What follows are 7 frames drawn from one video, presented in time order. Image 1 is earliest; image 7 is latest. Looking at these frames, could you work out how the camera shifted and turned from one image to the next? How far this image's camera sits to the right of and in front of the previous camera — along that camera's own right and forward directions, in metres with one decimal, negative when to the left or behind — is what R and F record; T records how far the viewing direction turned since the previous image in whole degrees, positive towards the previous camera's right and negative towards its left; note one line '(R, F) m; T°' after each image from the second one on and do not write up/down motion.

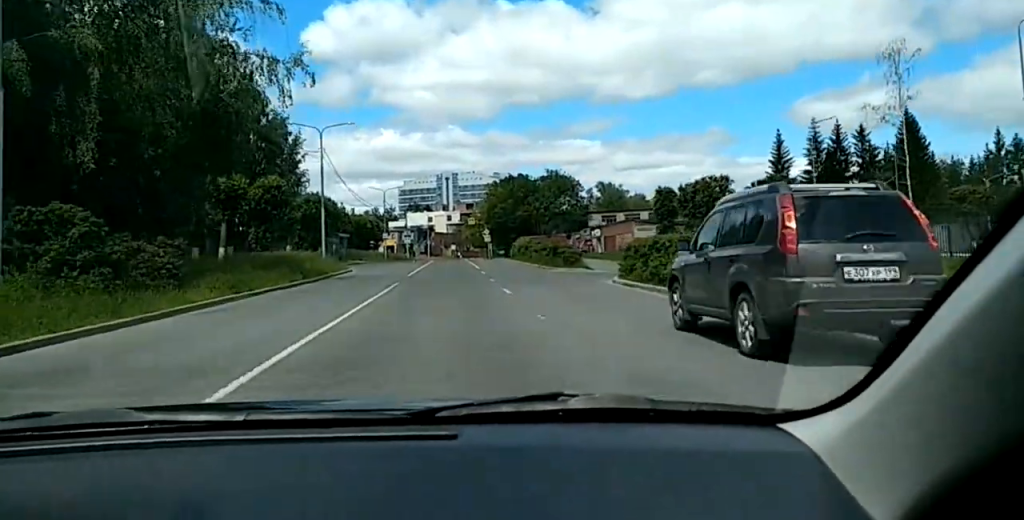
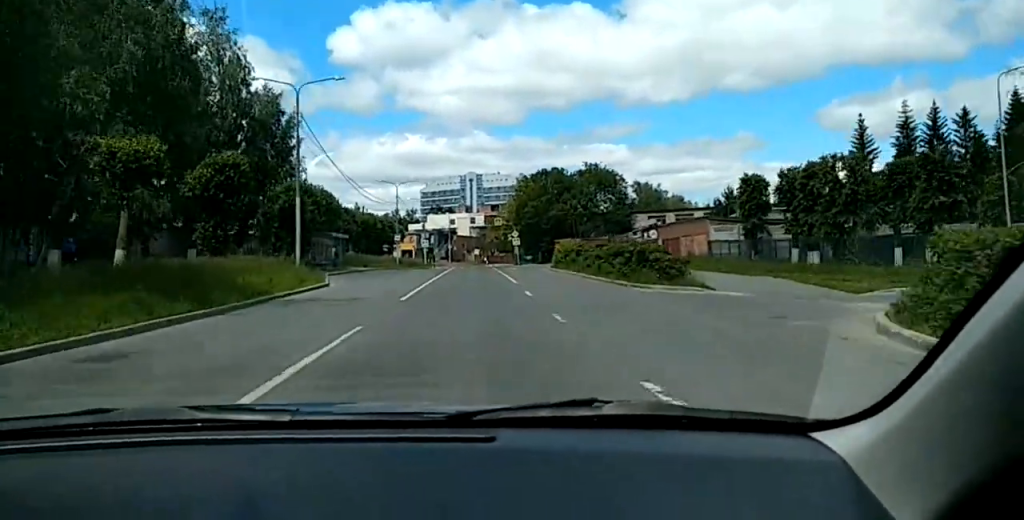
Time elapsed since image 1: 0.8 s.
(0.0, +14.5) m; 0°
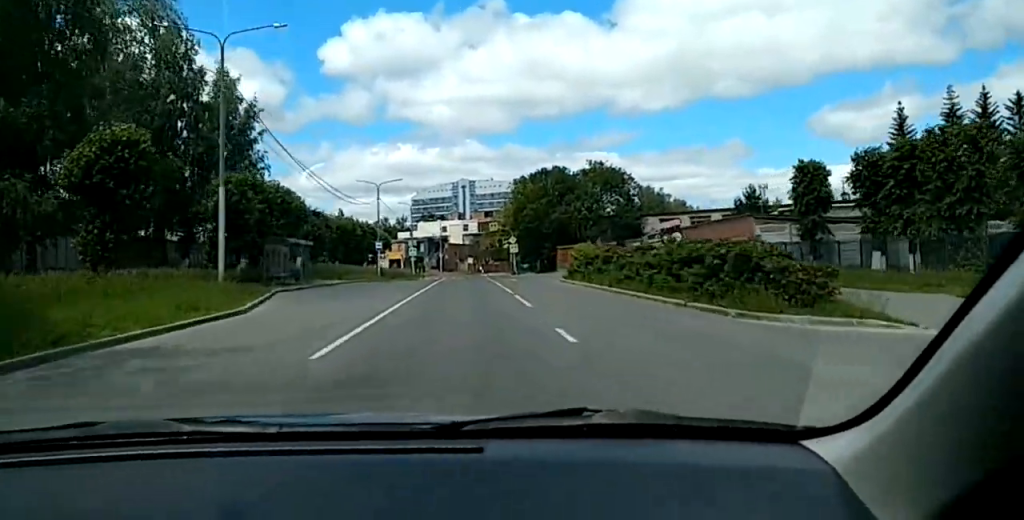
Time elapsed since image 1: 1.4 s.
(-0.2, +10.4) m; +1°
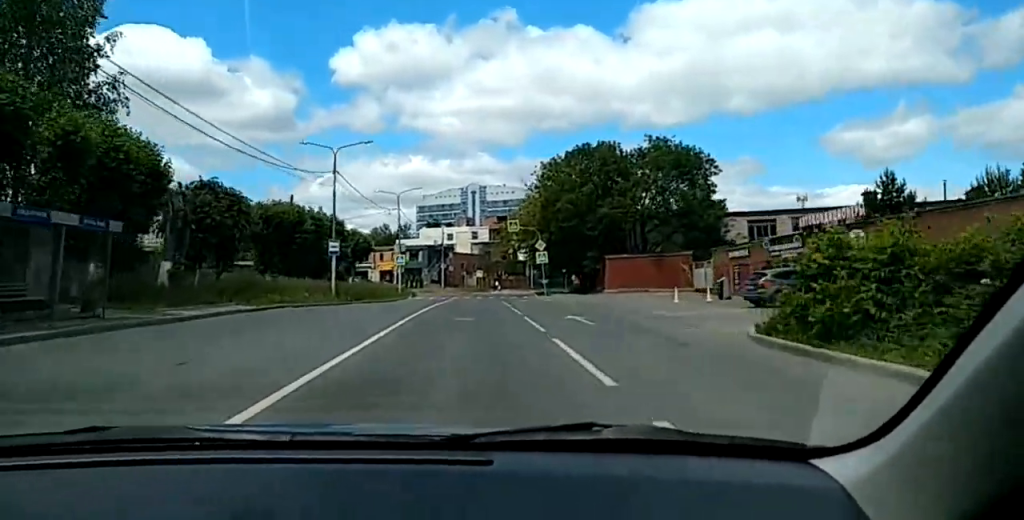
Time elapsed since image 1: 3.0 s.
(+0.7, +26.3) m; +2°
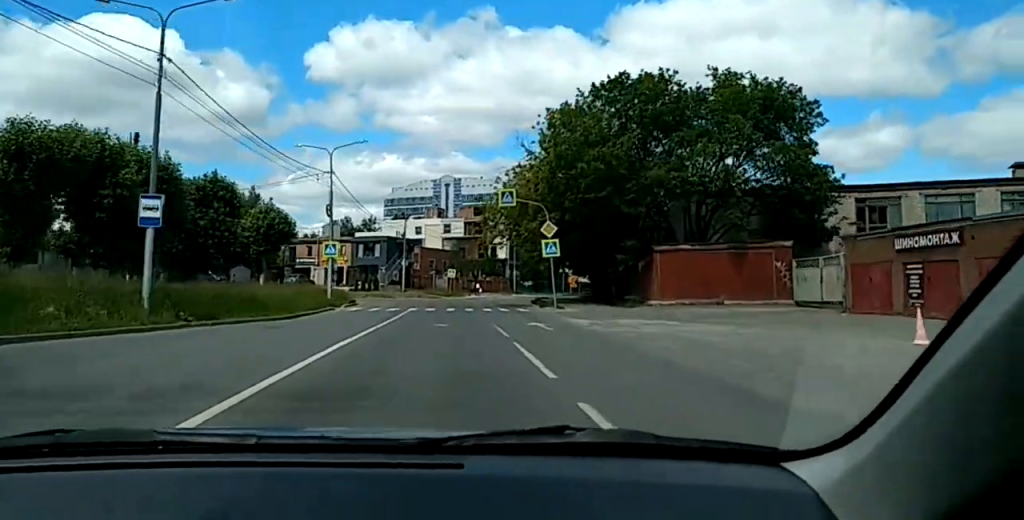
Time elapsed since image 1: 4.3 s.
(0.0, +22.8) m; 0°
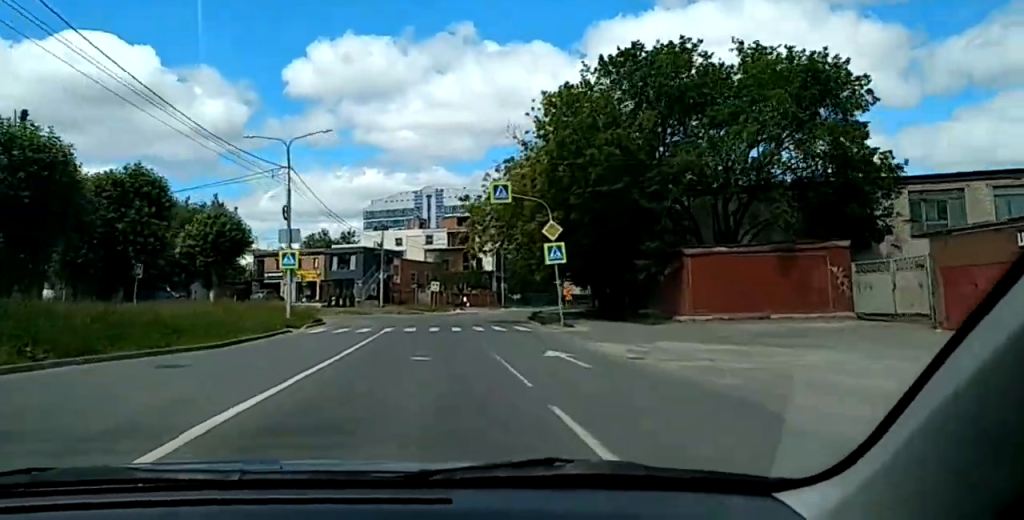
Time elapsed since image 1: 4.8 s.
(0.0, +7.0) m; 0°
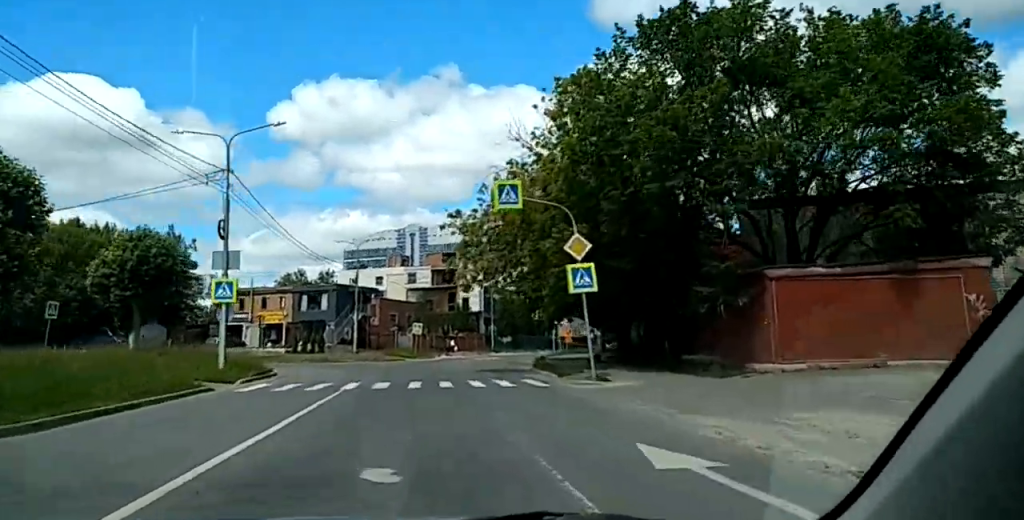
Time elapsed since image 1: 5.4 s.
(+0.1, +9.2) m; 0°
